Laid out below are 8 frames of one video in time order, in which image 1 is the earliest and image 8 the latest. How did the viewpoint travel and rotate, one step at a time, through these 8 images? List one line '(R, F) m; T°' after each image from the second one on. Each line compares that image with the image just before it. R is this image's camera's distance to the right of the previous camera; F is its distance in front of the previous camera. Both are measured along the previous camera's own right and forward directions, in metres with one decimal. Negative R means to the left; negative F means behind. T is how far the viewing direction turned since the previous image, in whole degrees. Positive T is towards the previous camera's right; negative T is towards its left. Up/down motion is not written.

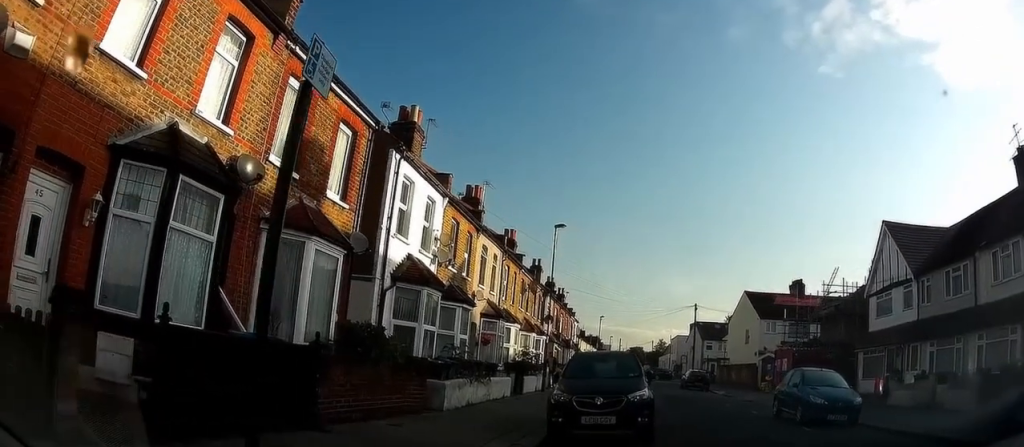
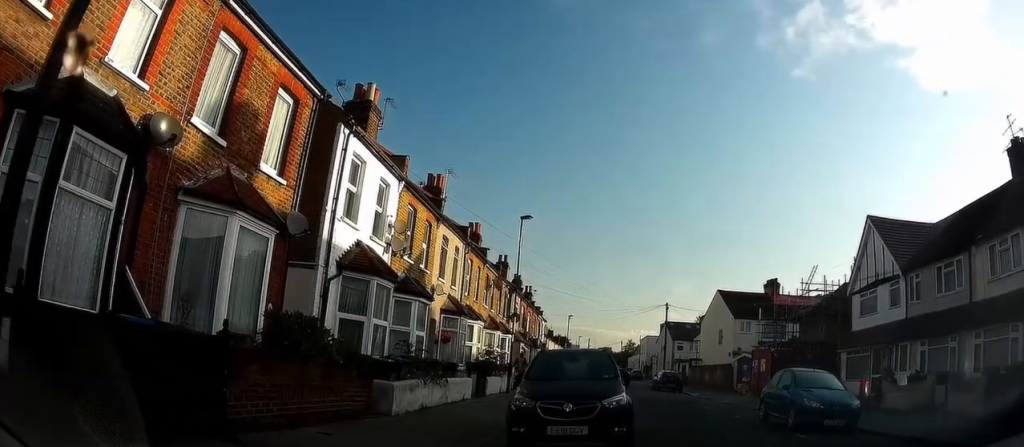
(0.0, +1.4) m; -1°
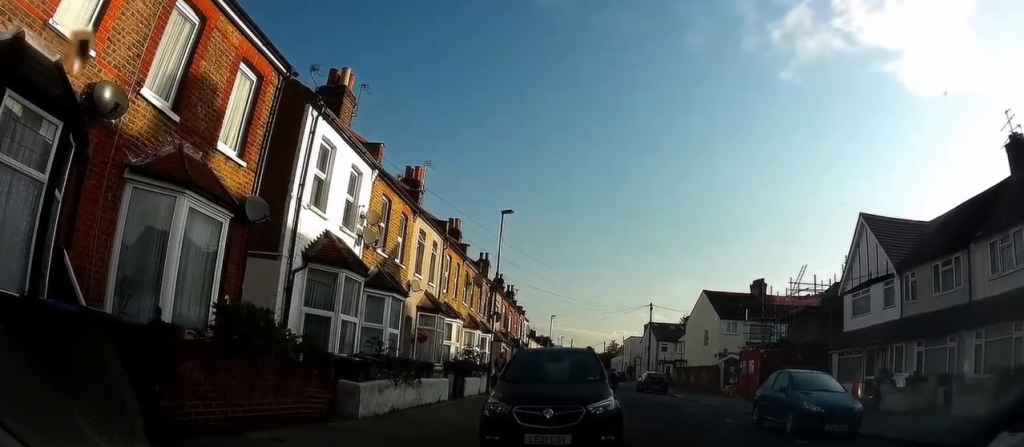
(0.0, +0.9) m; -1°
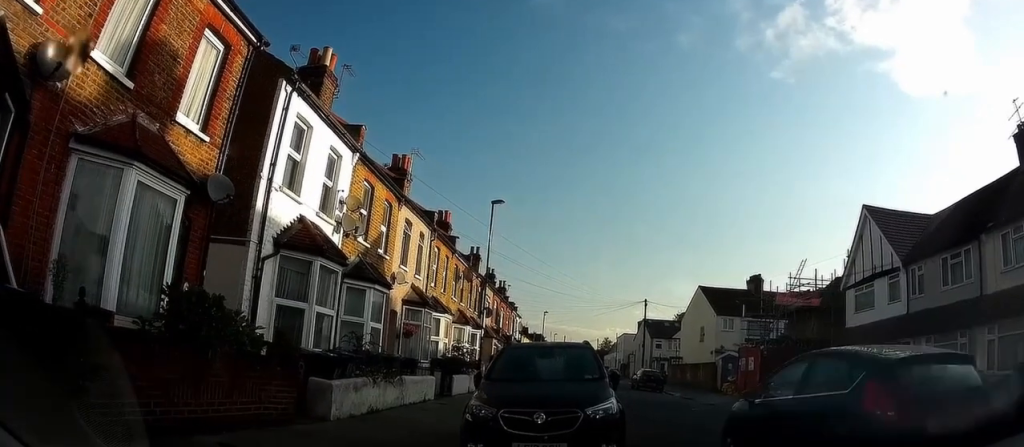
(0.0, +1.0) m; 0°
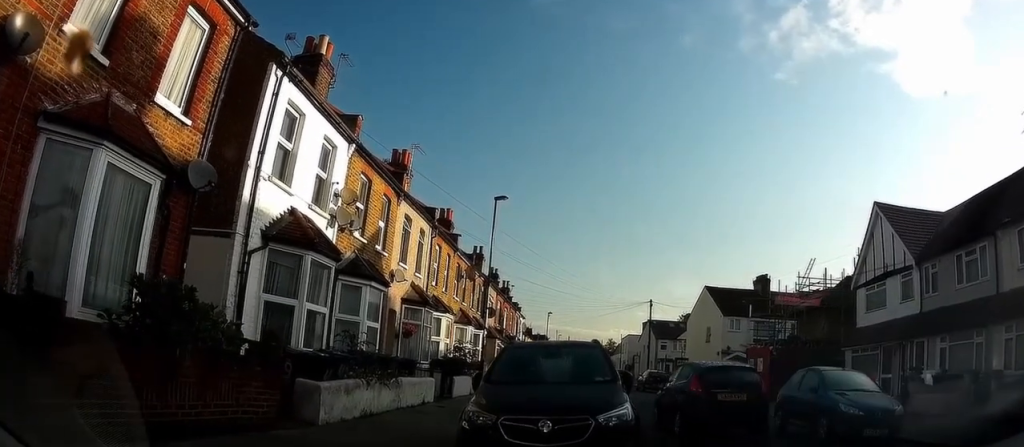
(-0.1, +0.7) m; 0°
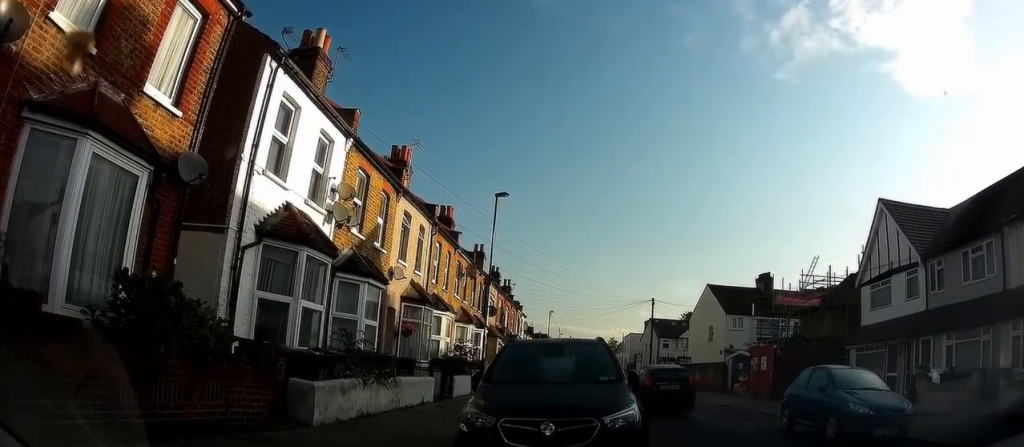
(-0.1, +0.3) m; 0°
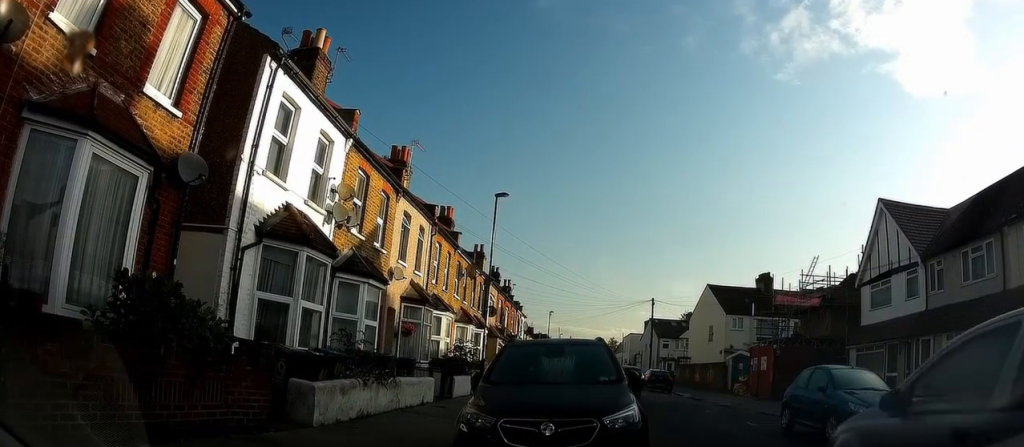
(0.0, 0.0) m; 0°
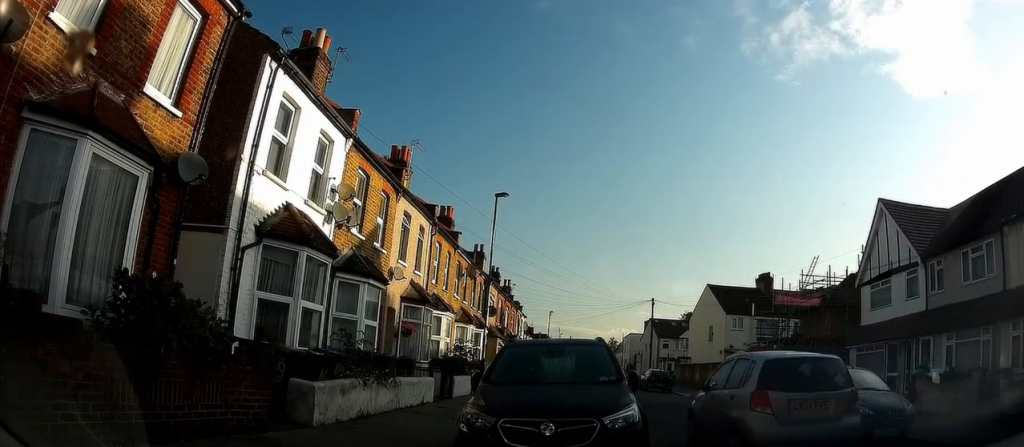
(0.0, 0.0) m; 0°
